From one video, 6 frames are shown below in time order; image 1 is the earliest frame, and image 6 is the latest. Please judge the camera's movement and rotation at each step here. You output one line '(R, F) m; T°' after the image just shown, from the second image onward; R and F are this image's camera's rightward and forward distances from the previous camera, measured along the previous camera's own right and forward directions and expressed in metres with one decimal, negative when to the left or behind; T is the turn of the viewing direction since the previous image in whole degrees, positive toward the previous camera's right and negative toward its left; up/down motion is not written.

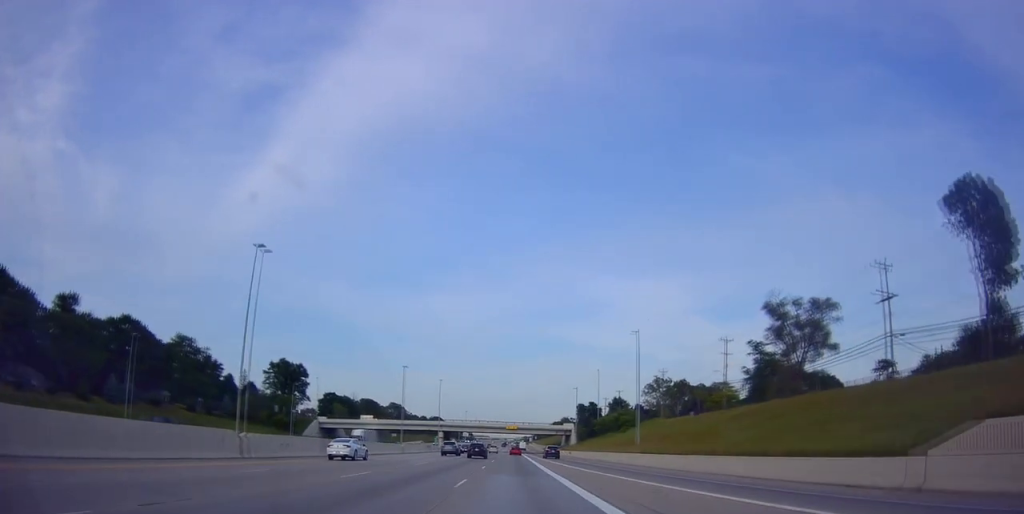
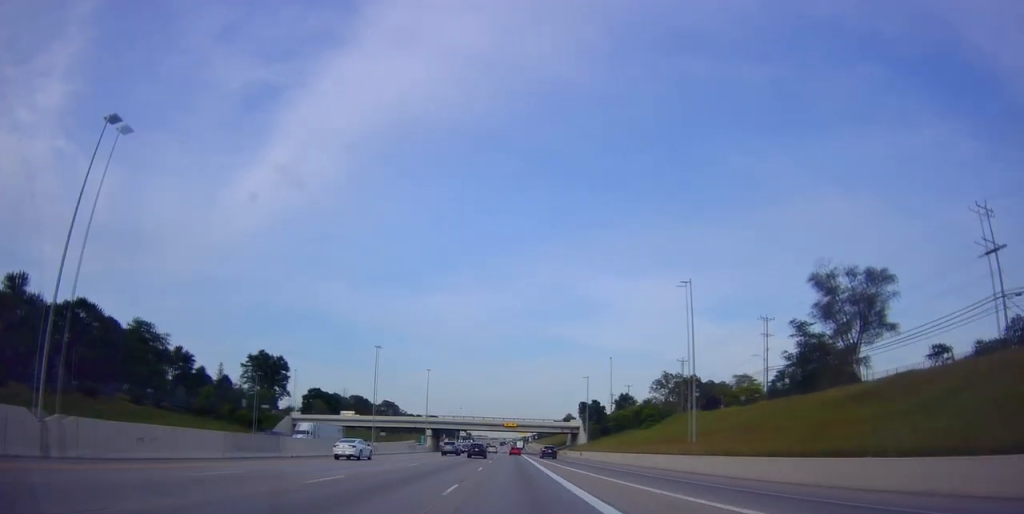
(-0.1, +17.8) m; 0°
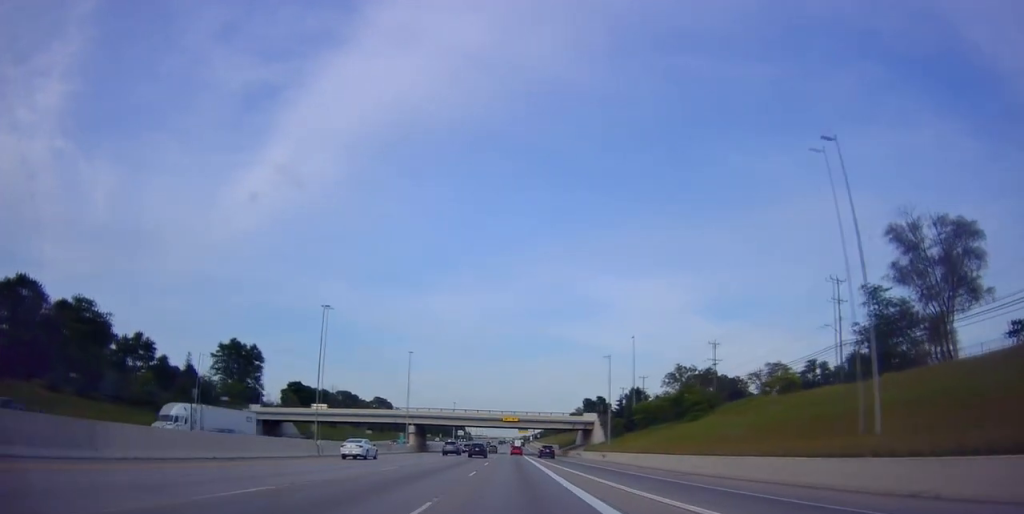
(+0.4, +21.2) m; +1°
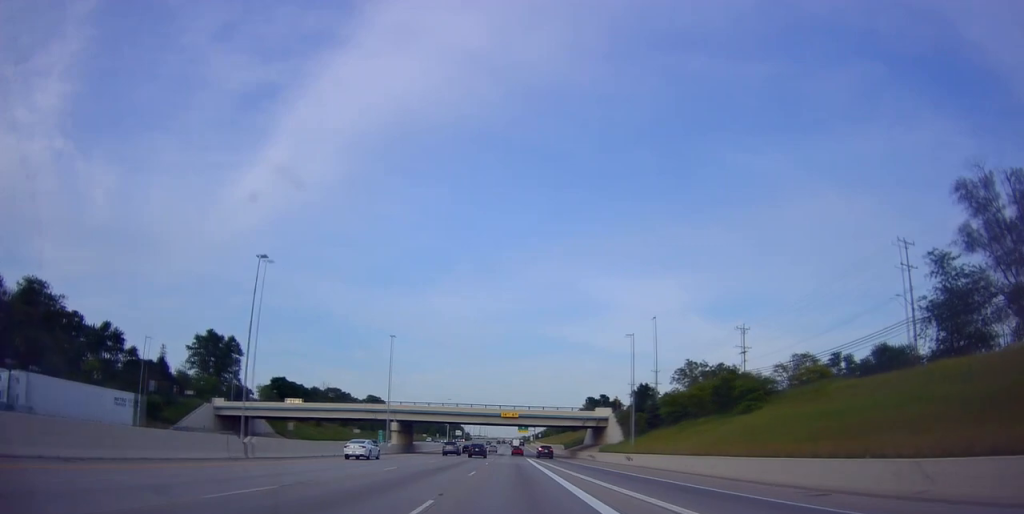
(+0.1, +14.5) m; 0°
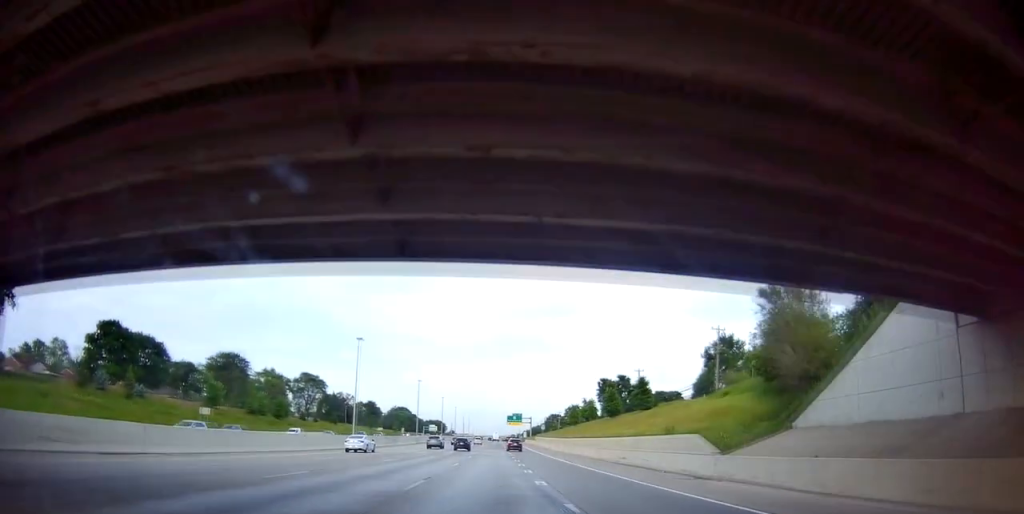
(-0.7, +86.2) m; -1°
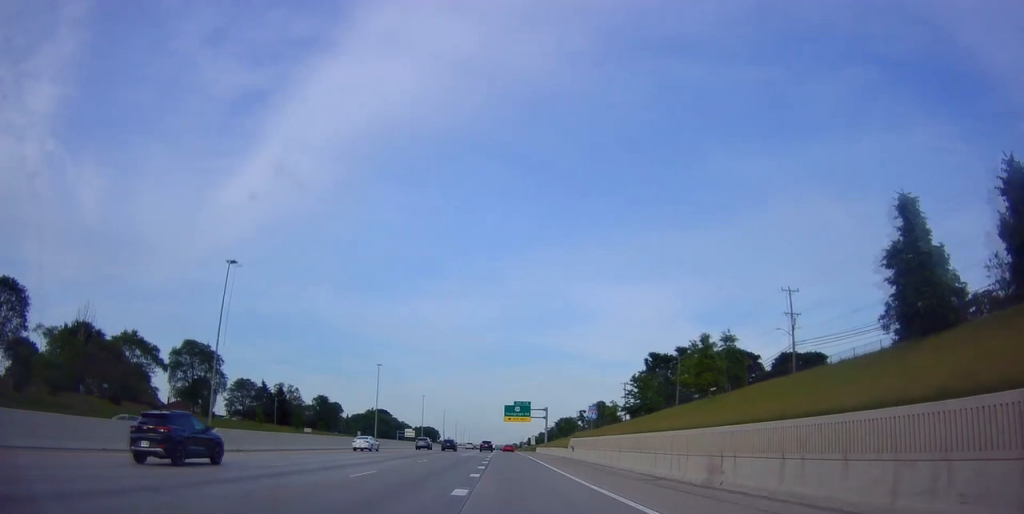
(+1.1, +87.9) m; +1°
